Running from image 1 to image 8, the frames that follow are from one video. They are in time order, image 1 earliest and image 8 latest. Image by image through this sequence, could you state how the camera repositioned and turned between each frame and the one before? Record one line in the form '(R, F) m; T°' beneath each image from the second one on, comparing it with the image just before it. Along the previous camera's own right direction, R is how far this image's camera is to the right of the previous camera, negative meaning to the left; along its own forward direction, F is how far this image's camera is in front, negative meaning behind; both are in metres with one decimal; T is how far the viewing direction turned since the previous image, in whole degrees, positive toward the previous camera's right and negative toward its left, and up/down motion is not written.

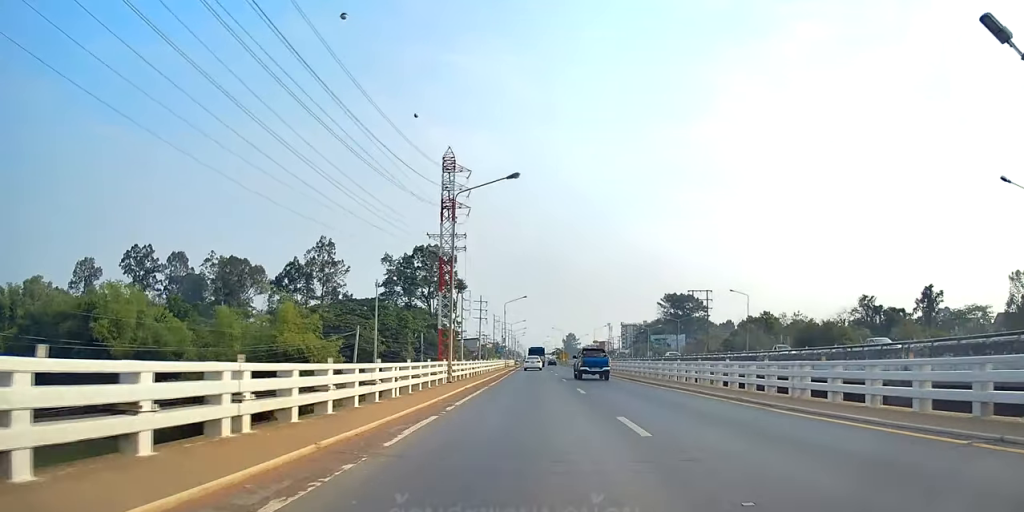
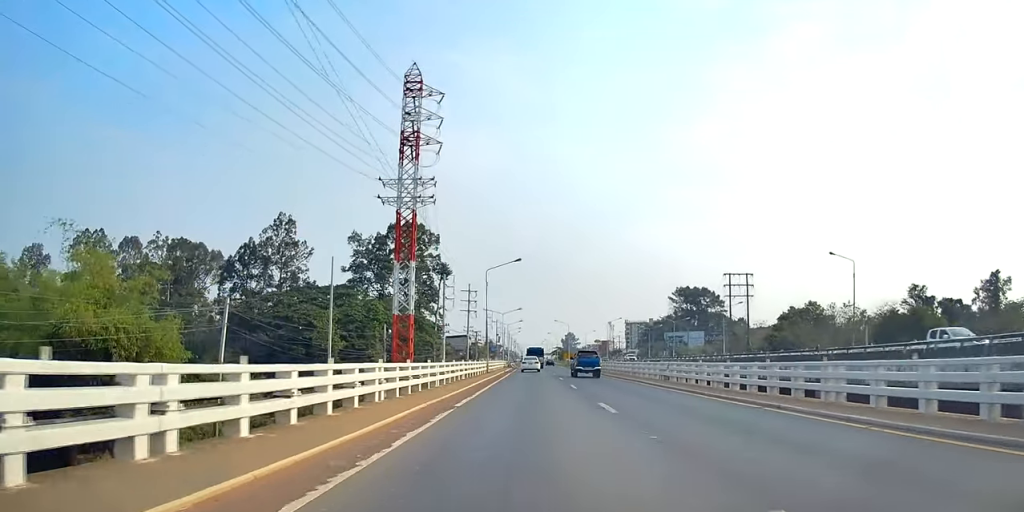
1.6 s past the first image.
(-0.6, +32.5) m; -2°
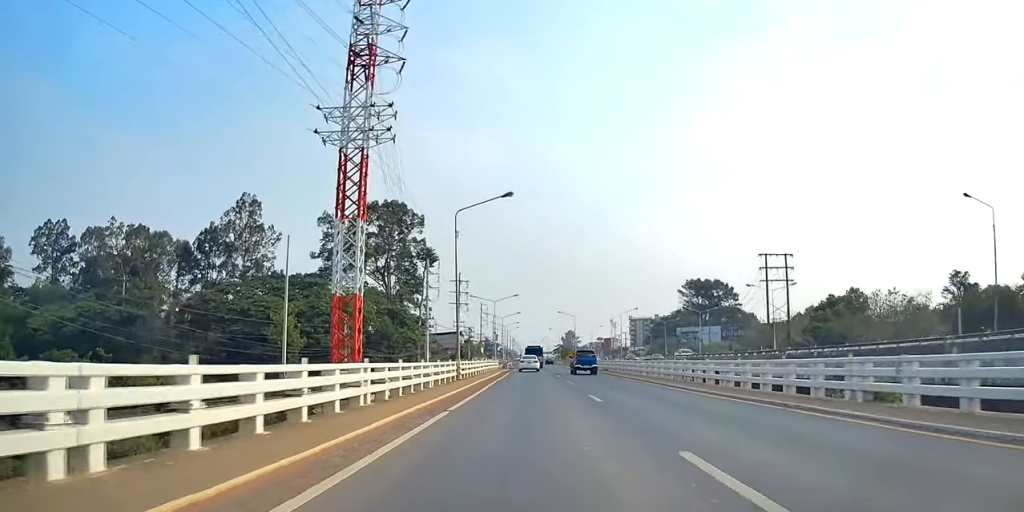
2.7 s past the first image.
(-0.2, +21.4) m; +1°
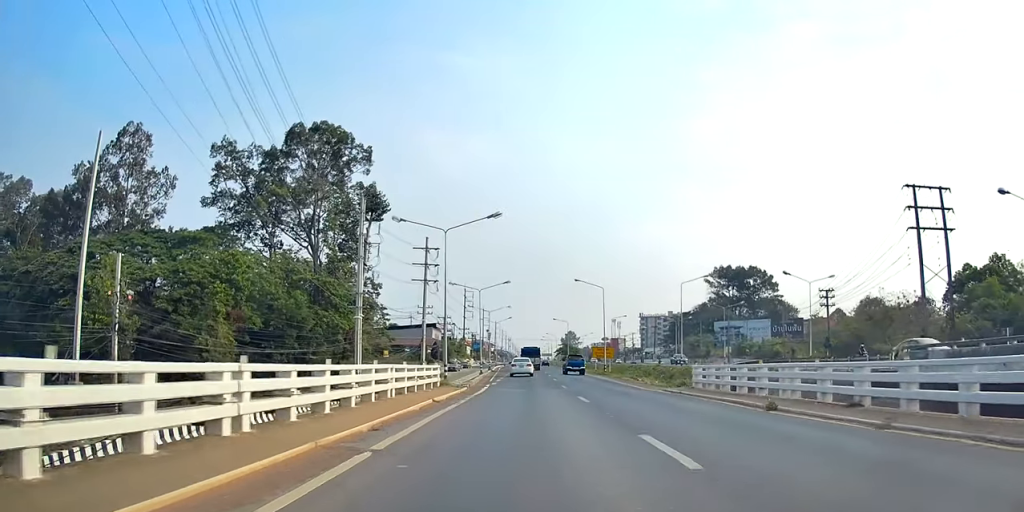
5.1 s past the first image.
(+0.1, +46.9) m; 0°
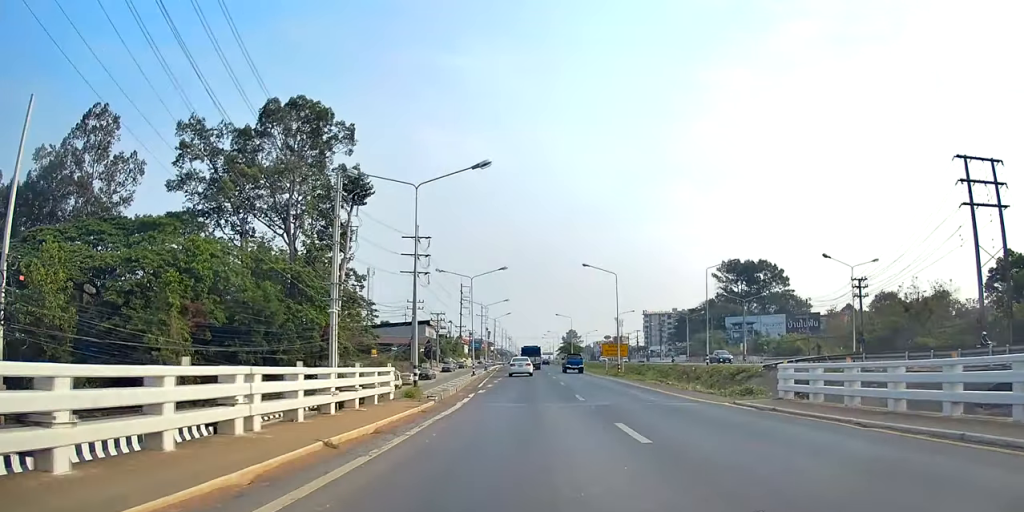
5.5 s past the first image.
(+0.1, +9.4) m; 0°
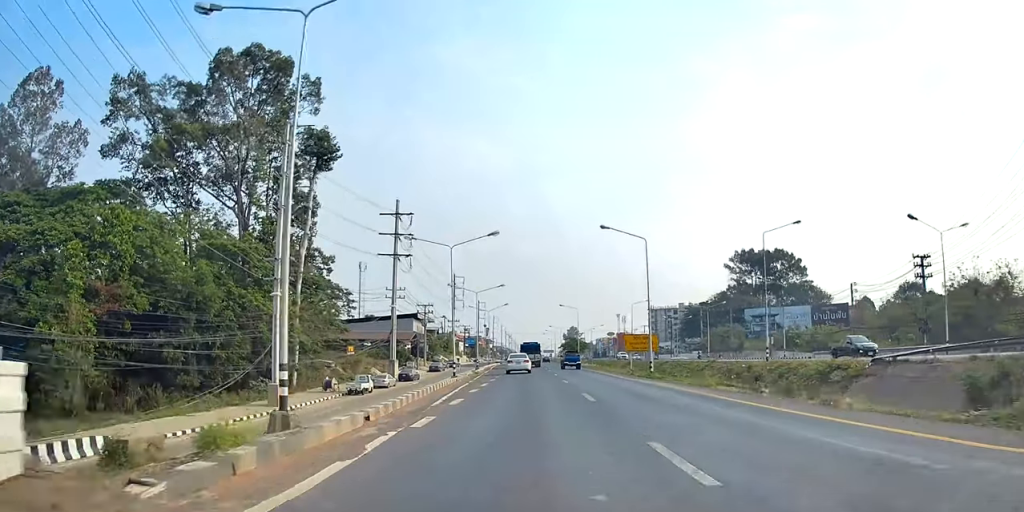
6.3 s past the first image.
(+0.5, +15.1) m; 0°
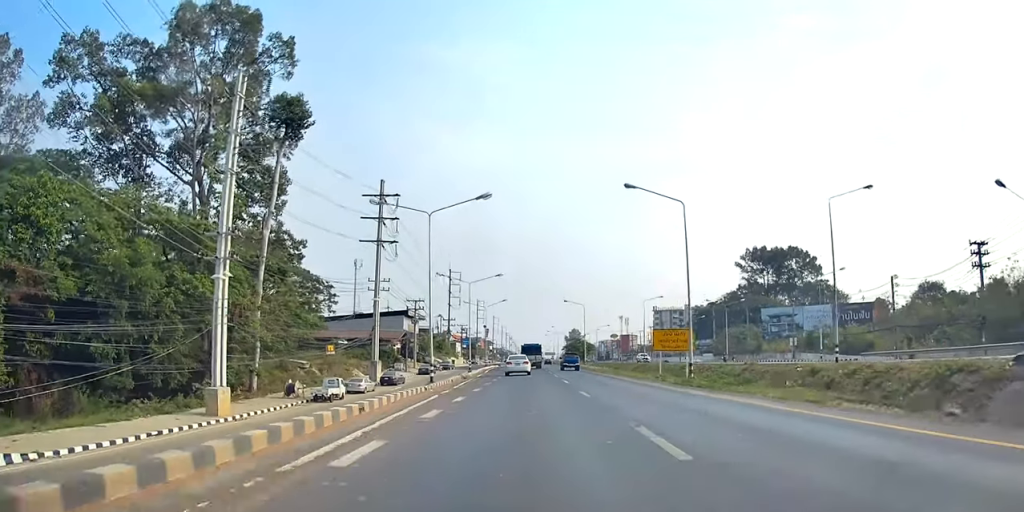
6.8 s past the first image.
(-0.4, +9.8) m; 0°
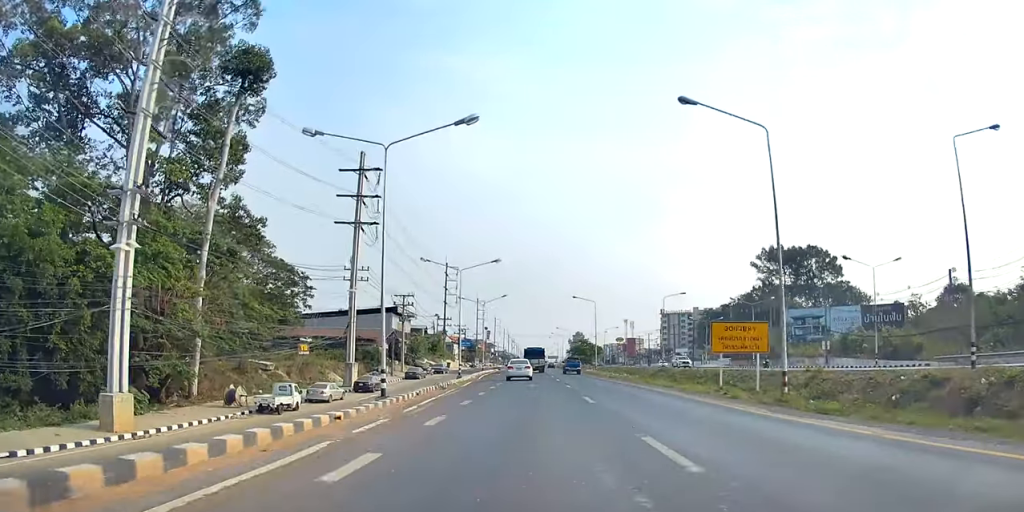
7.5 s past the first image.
(-0.2, +11.7) m; 0°
